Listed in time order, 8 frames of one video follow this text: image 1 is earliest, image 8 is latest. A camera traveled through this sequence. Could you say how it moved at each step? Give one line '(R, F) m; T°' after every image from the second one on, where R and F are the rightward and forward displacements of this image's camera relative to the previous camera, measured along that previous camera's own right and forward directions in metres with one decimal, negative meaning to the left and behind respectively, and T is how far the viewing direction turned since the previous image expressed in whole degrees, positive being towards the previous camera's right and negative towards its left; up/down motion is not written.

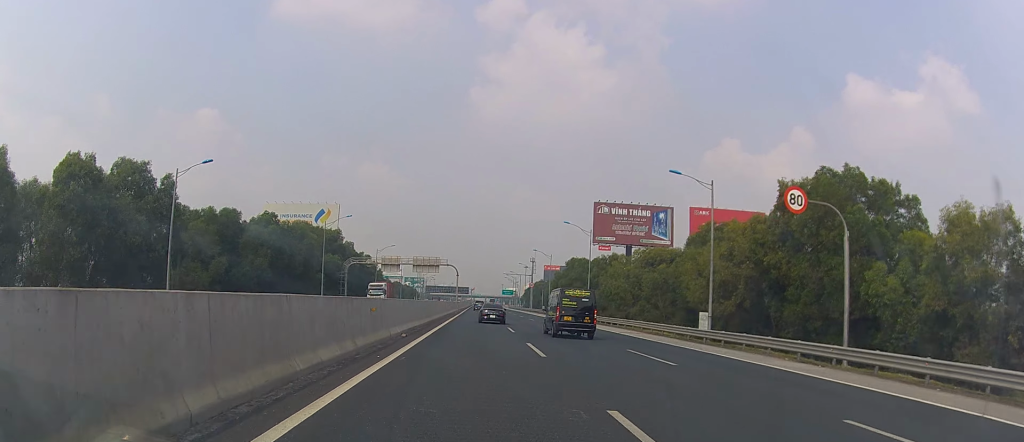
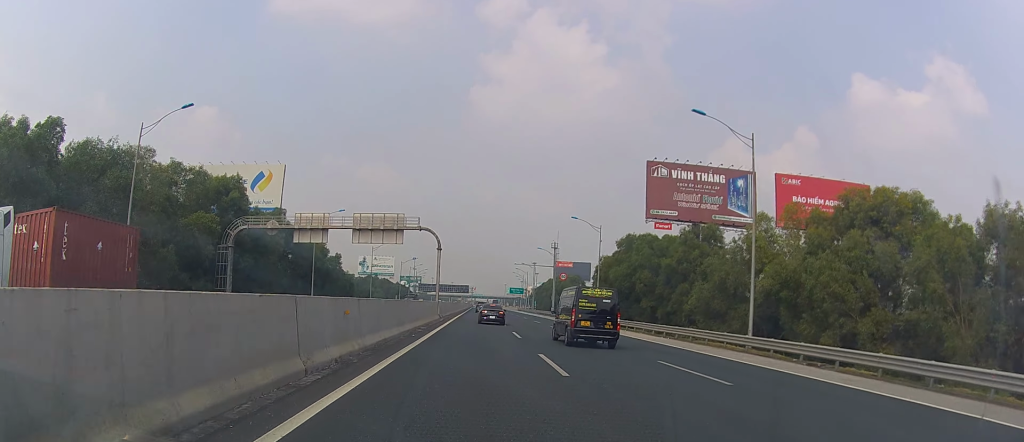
(+0.2, +52.9) m; +1°
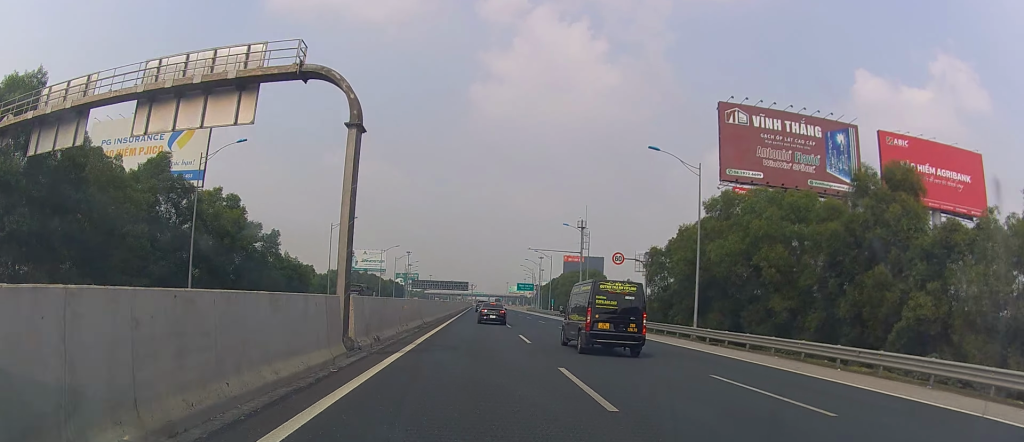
(-0.3, +37.5) m; -2°
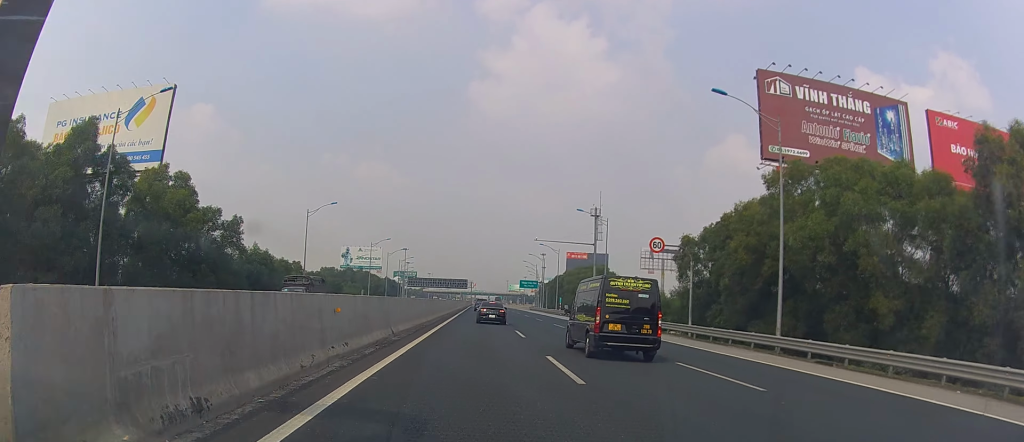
(-0.1, +13.4) m; 0°
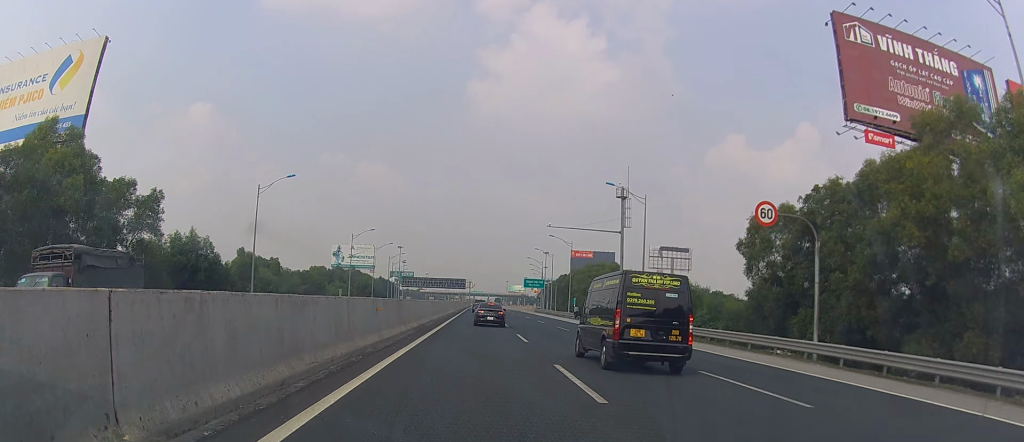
(0.0, +18.8) m; +1°
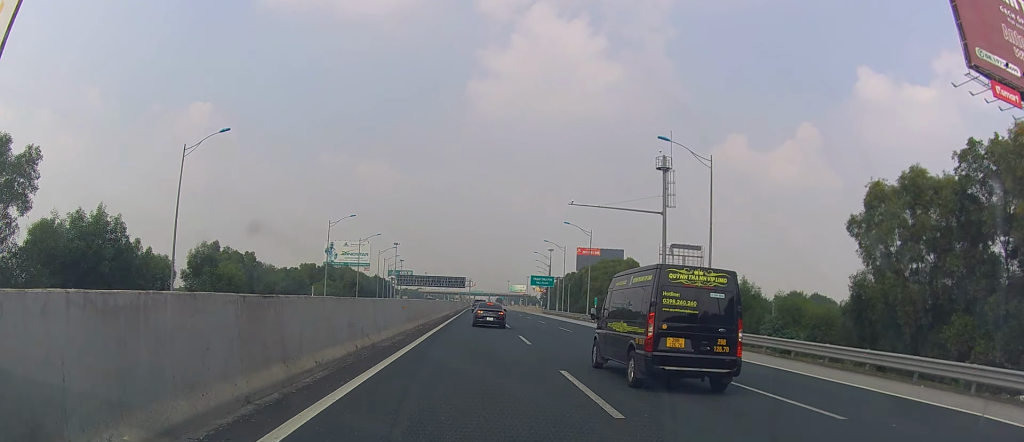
(0.0, +18.9) m; +2°
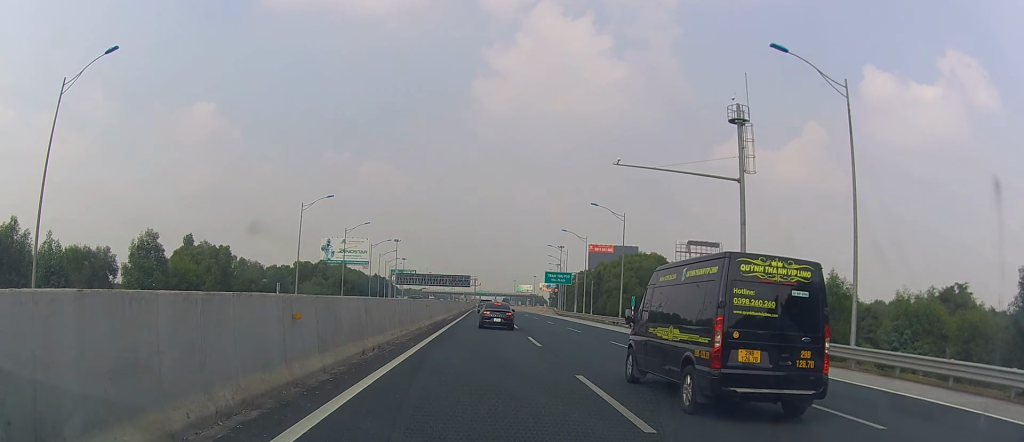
(+0.6, +19.2) m; 0°
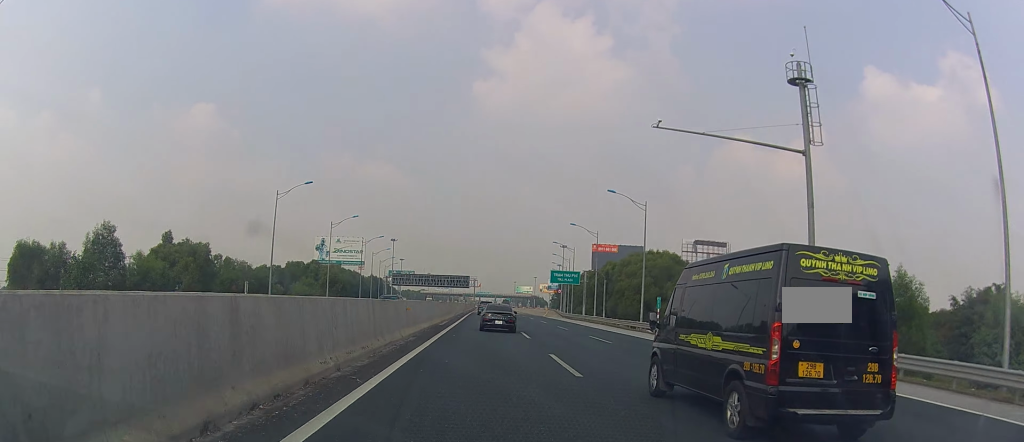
(-0.3, +10.3) m; 0°
